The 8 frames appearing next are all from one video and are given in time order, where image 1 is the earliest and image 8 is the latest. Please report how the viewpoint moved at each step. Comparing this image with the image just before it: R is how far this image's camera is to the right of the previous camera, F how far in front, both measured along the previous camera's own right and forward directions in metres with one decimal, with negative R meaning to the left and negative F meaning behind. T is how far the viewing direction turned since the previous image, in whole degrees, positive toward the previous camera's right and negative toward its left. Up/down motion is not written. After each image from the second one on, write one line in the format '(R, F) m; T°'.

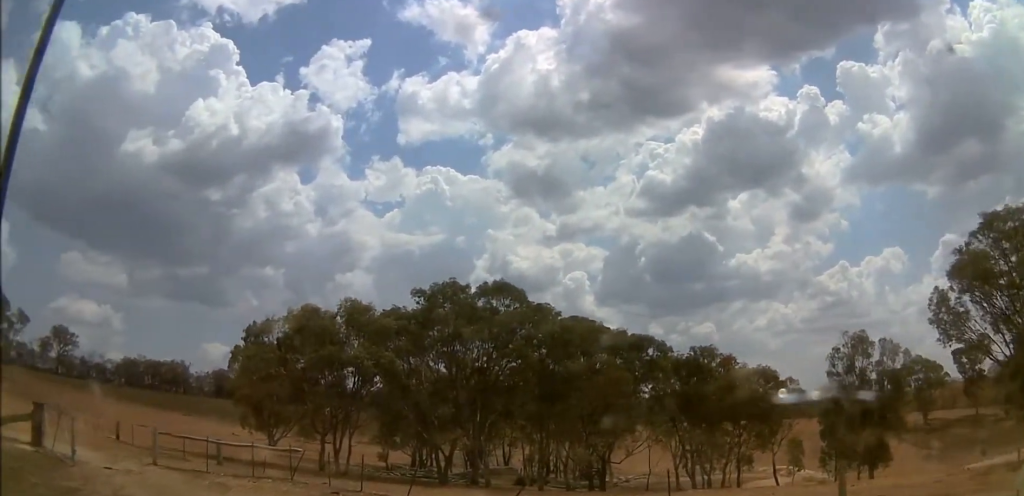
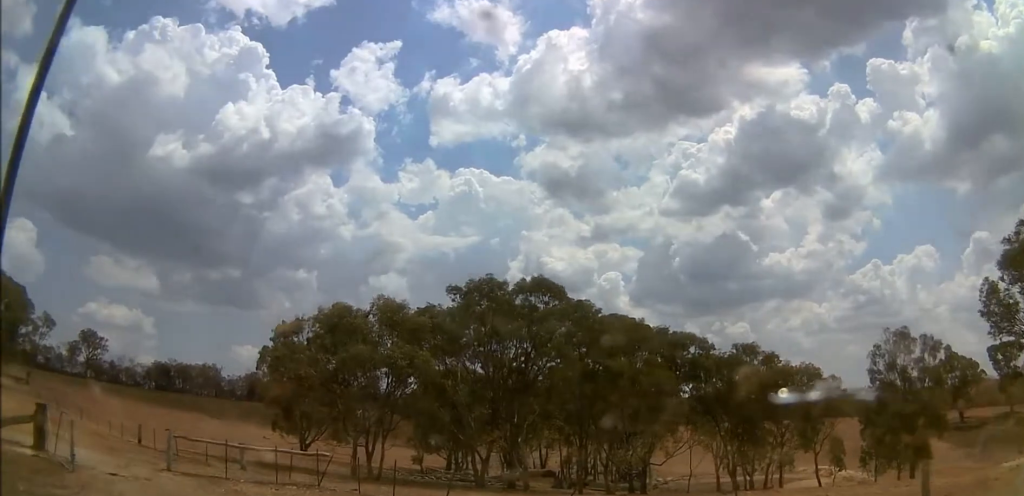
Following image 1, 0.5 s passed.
(0.0, +1.5) m; -2°
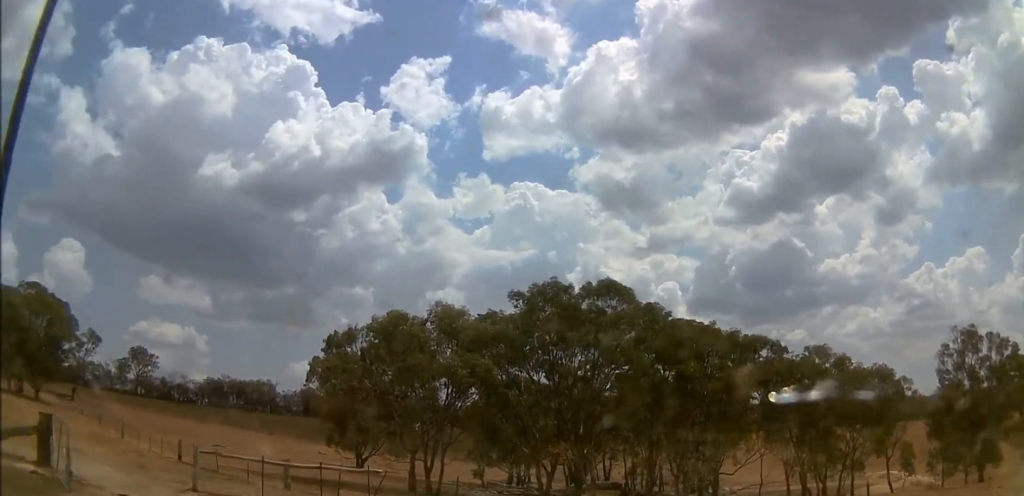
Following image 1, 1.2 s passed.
(-0.1, +2.2) m; -15°
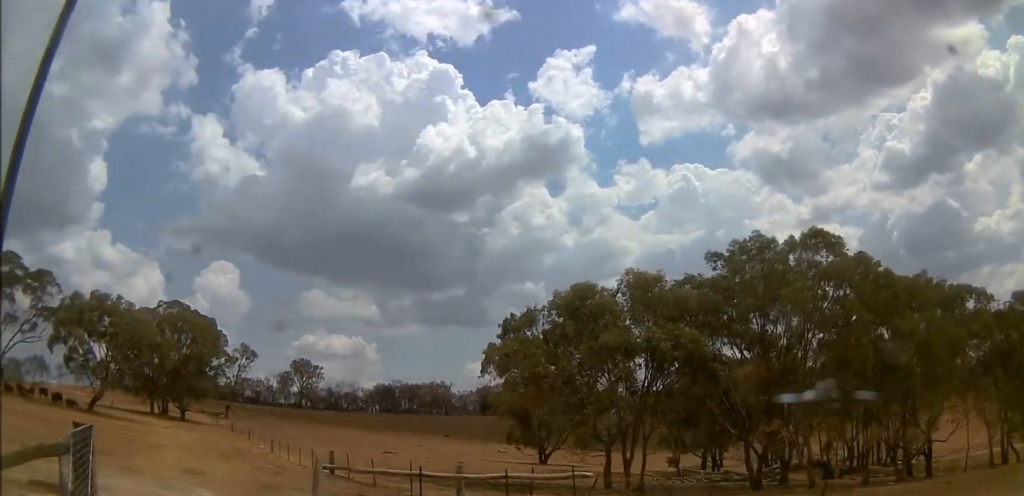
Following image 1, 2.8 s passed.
(-1.4, +4.5) m; -13°
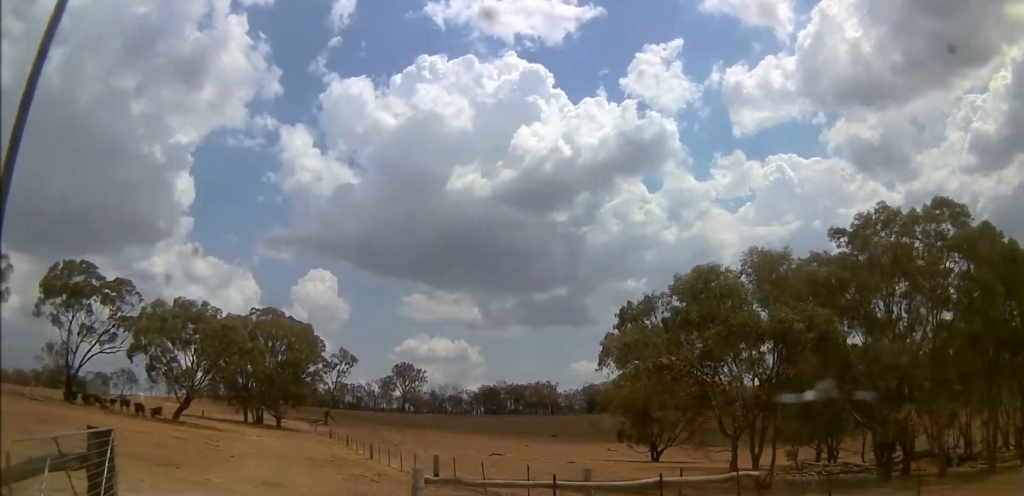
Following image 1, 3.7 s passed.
(+0.8, +2.4) m; 0°
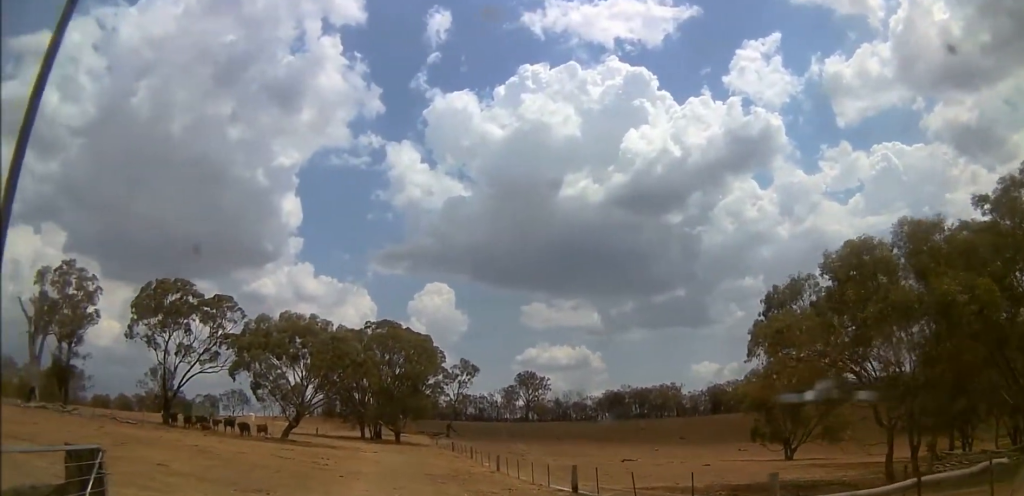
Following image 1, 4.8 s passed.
(-0.9, +3.4) m; -5°
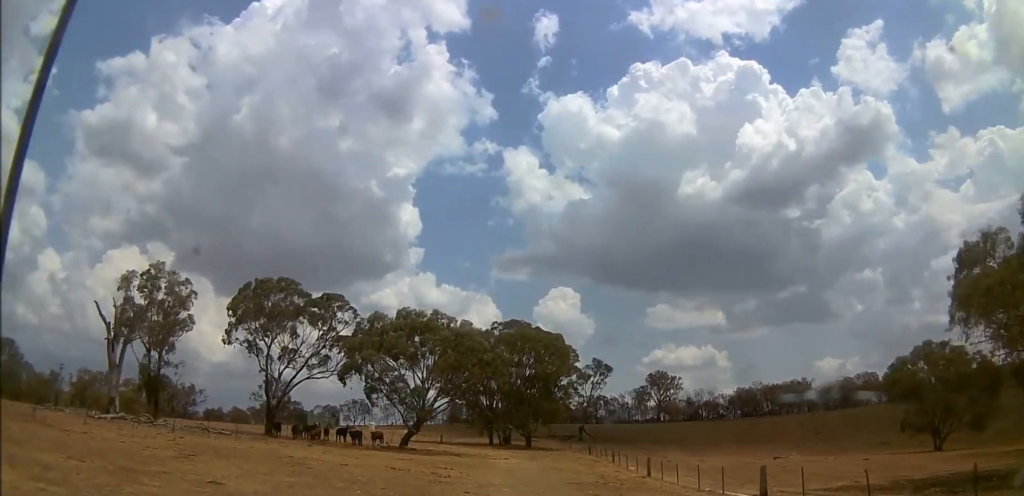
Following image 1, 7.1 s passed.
(-1.8, +5.6) m; -31°
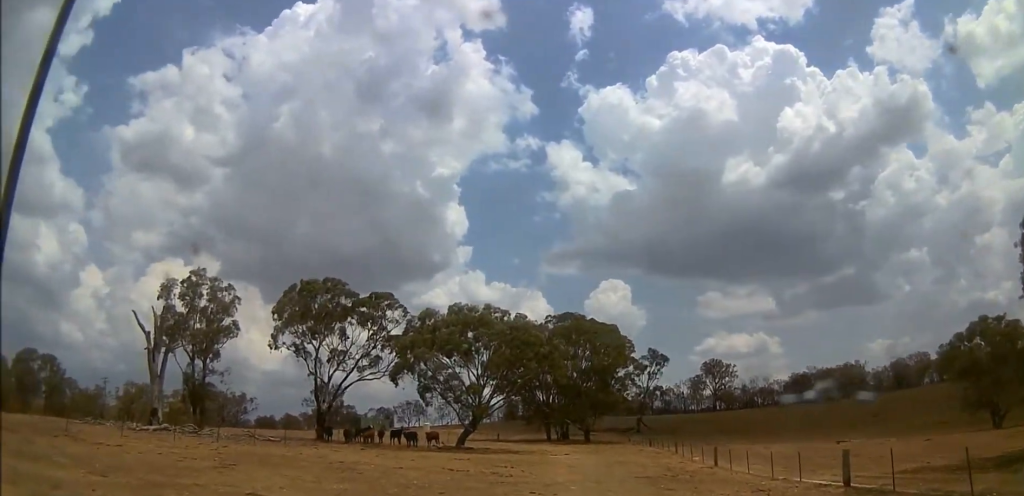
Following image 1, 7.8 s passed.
(+0.4, +1.9) m; -2°
